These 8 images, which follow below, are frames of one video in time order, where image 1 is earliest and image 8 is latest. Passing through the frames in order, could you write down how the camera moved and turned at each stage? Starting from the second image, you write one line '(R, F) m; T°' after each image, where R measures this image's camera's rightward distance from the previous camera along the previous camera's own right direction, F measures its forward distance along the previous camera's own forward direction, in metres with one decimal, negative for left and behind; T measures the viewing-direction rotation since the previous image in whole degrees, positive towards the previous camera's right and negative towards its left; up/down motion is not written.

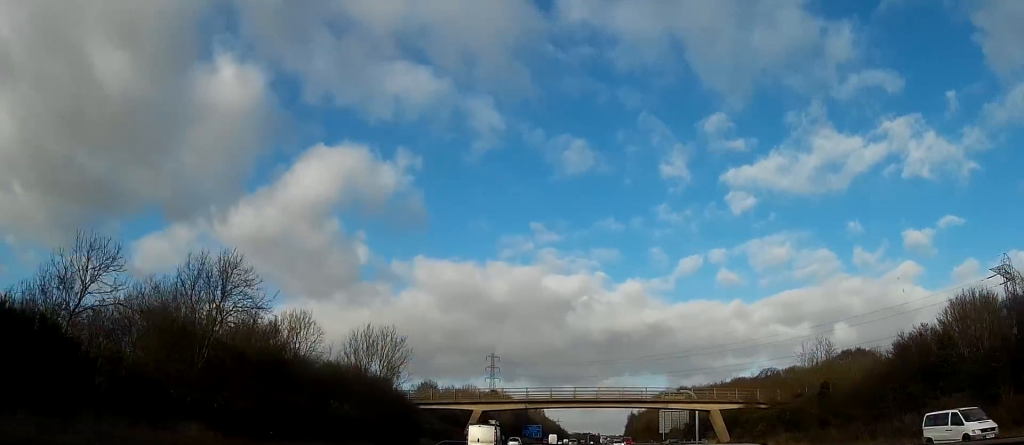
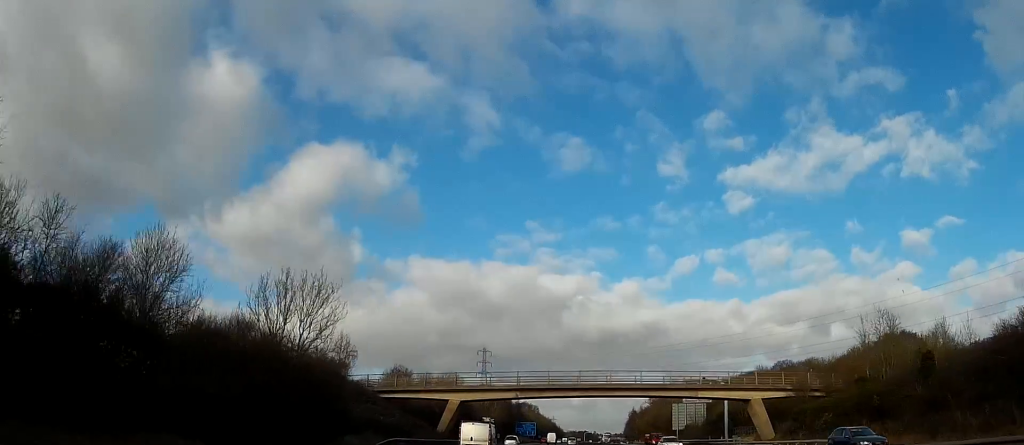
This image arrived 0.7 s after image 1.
(+0.2, +20.1) m; 0°
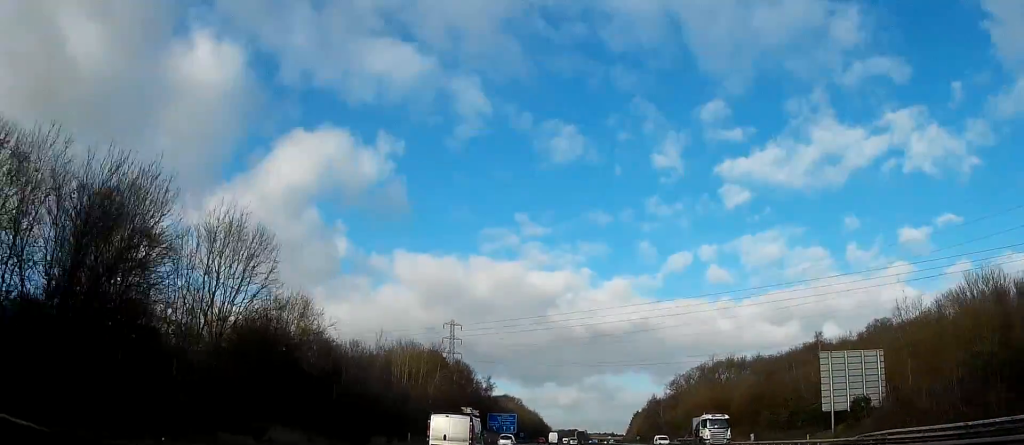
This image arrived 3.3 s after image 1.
(+0.8, +77.6) m; +1°
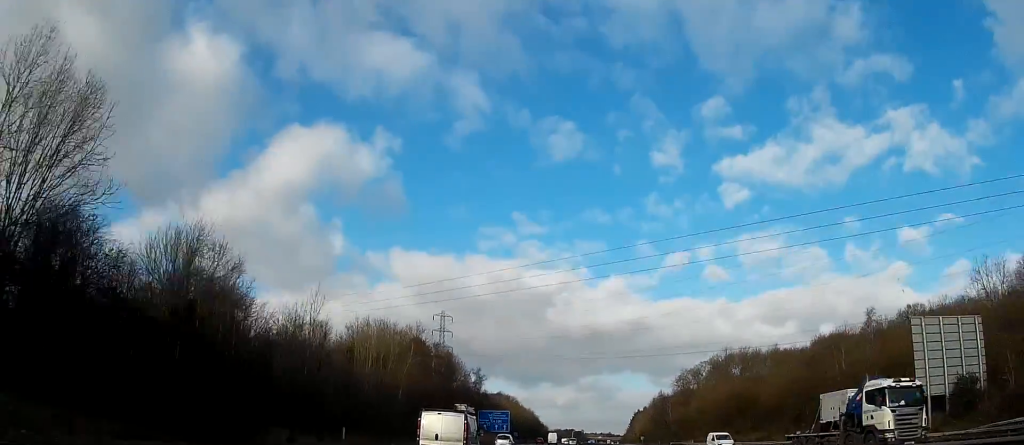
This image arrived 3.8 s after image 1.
(0.0, +16.7) m; 0°
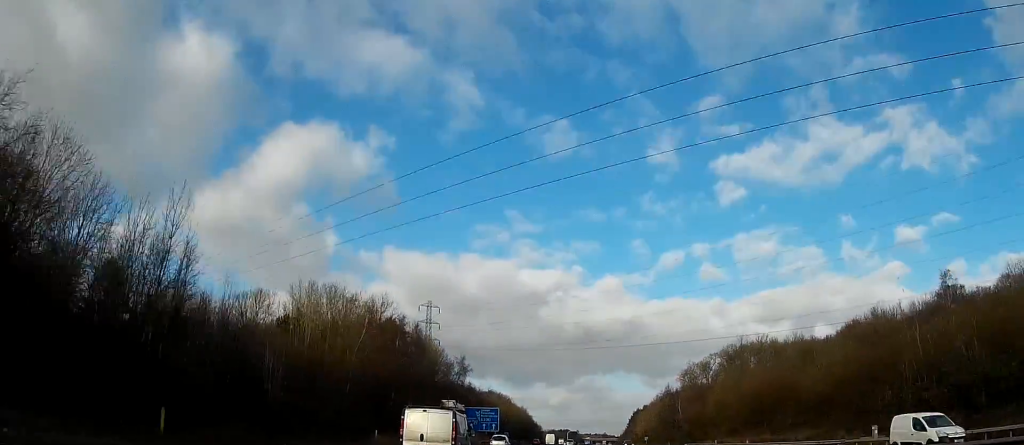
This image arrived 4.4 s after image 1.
(-0.2, +17.7) m; 0°
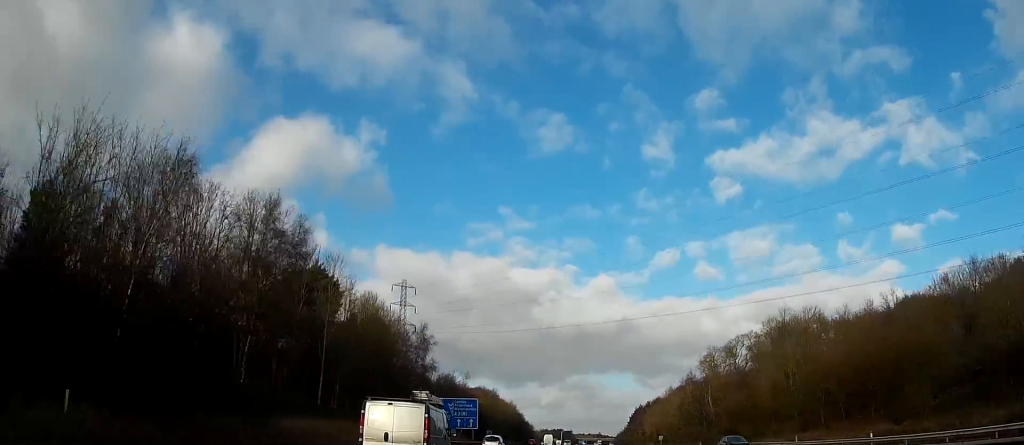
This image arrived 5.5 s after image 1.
(+0.5, +31.5) m; +1°
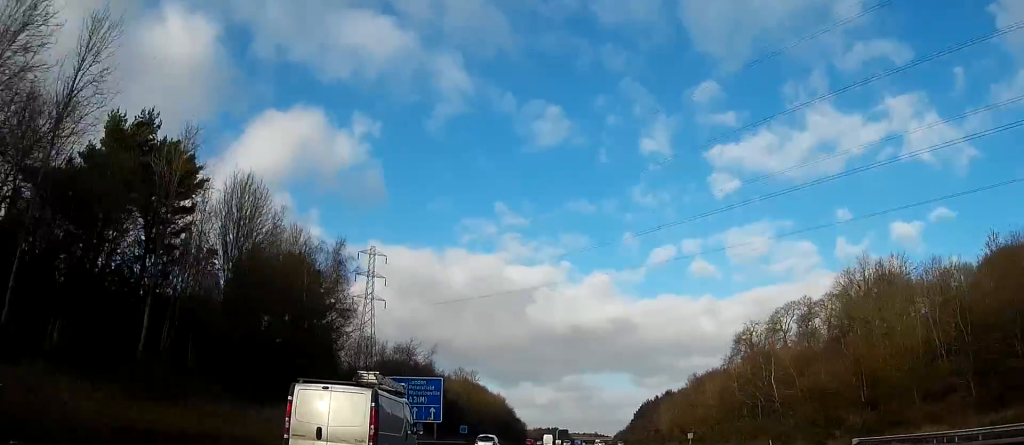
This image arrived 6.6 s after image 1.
(-0.2, +33.8) m; 0°
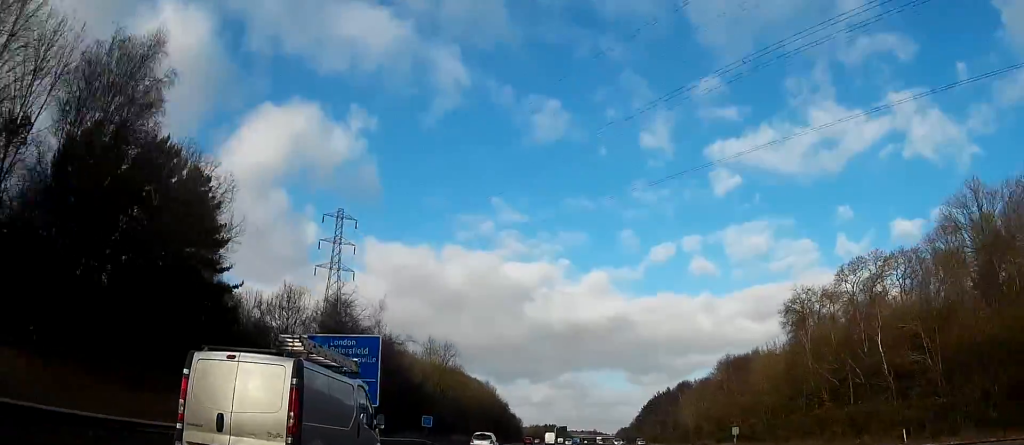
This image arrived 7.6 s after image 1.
(+0.1, +28.0) m; 0°
